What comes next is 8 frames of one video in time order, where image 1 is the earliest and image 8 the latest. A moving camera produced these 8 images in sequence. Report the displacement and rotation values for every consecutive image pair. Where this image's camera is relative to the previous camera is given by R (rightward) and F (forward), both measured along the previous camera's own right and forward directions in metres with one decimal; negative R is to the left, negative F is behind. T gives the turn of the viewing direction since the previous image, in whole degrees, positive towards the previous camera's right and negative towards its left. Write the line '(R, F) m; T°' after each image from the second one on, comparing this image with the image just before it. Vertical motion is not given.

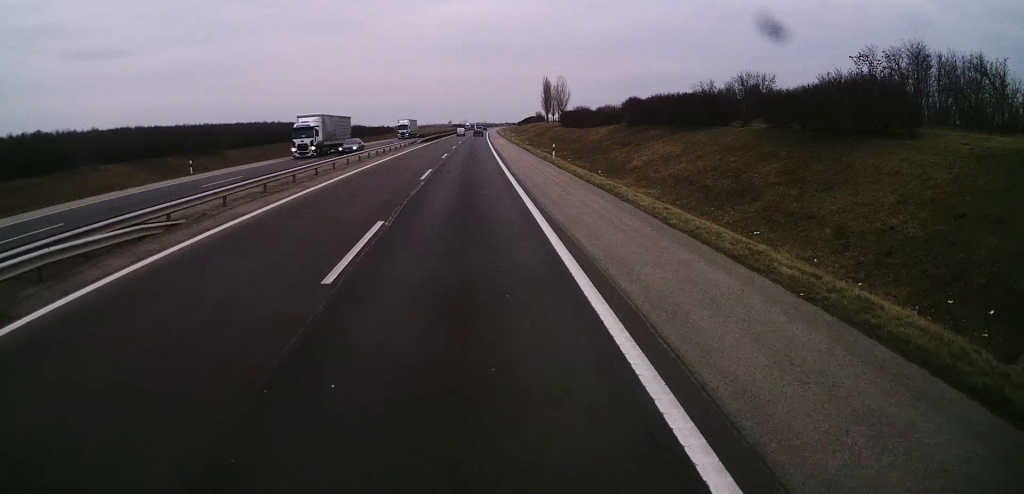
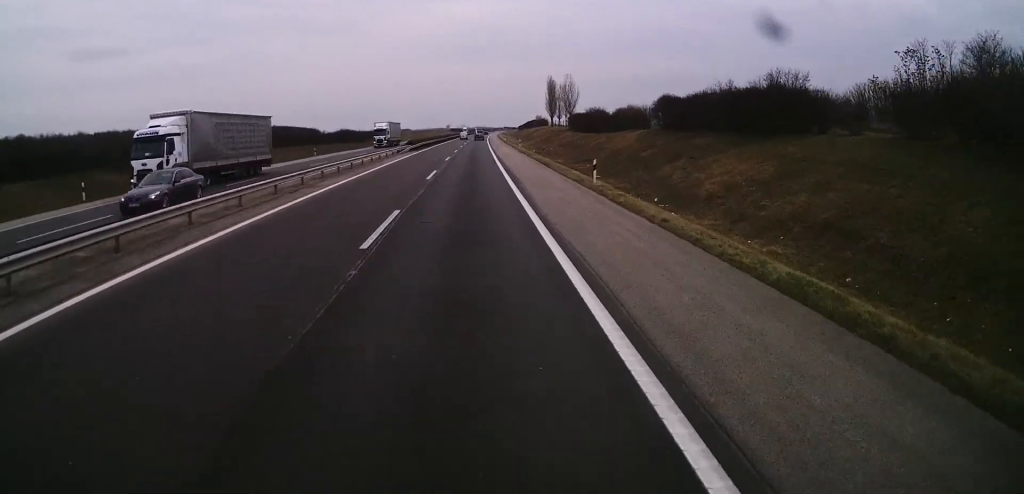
(0.0, +14.7) m; 0°
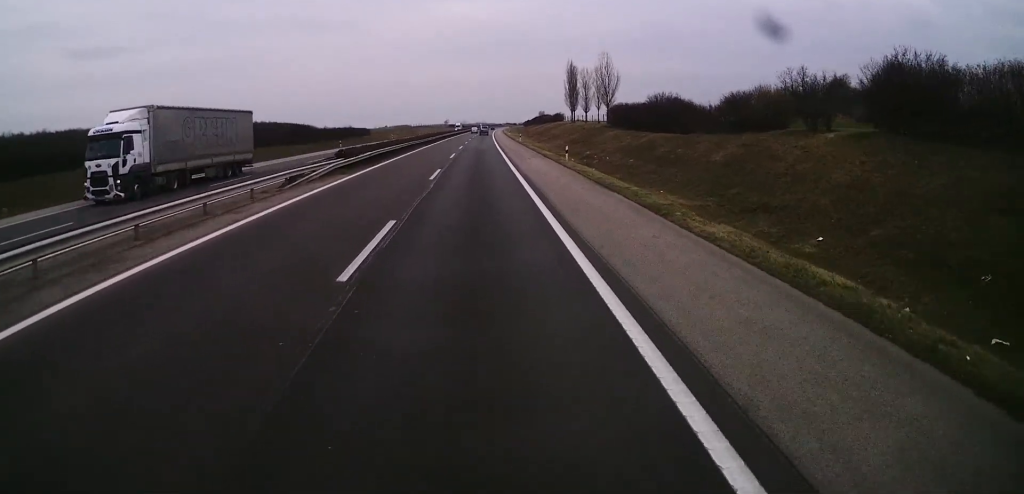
(0.0, +39.2) m; 0°
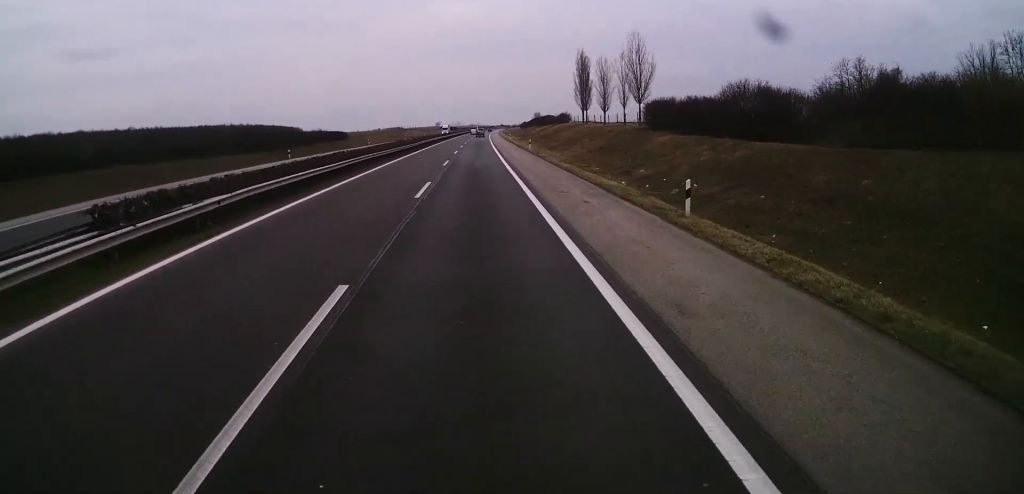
(+0.1, +23.7) m; +1°
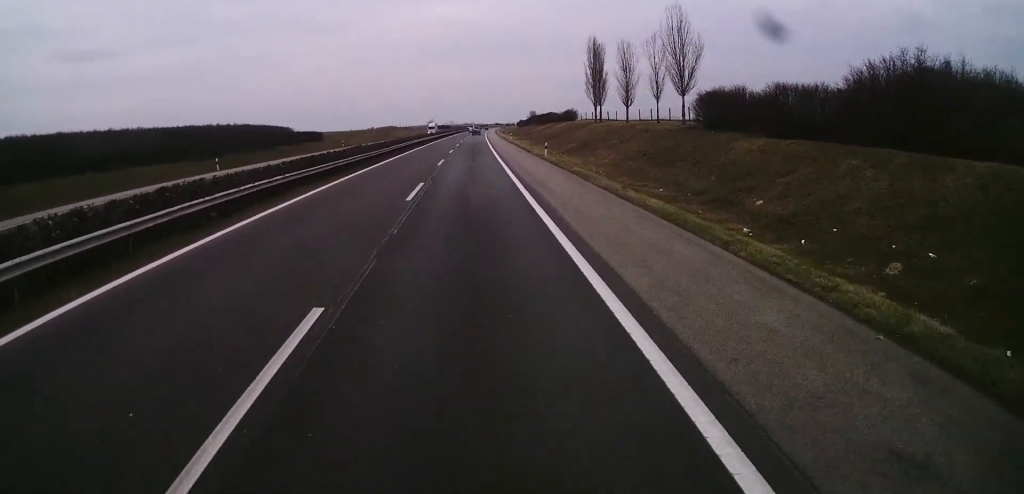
(+0.5, +19.1) m; 0°
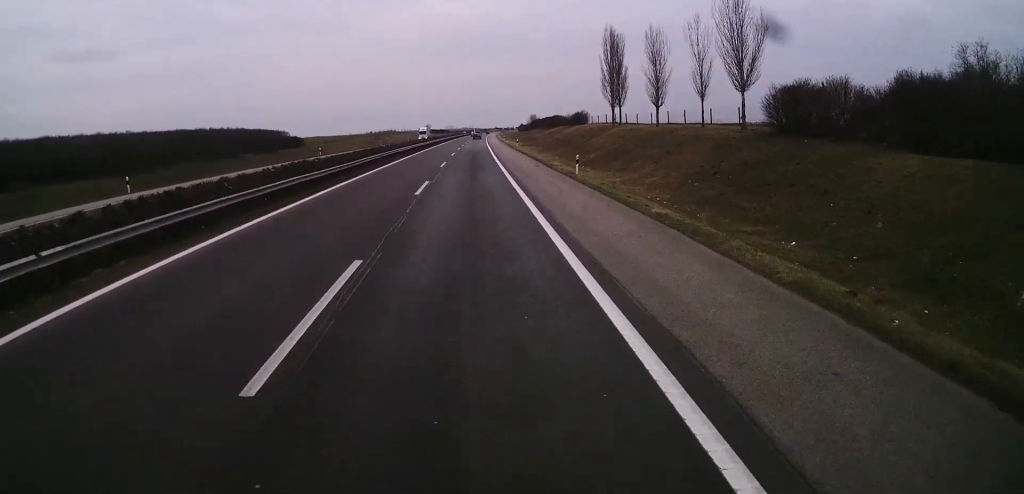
(-0.4, +14.5) m; 0°
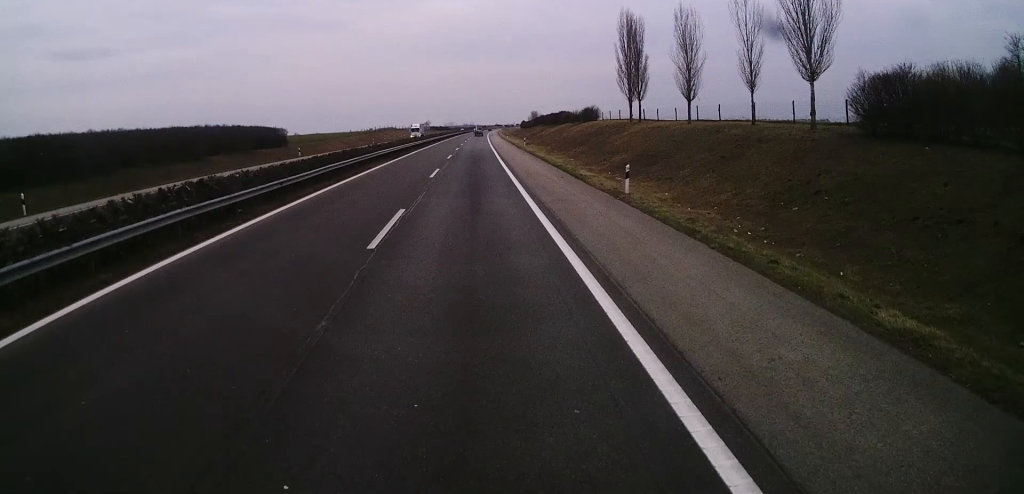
(-0.2, +10.7) m; 0°
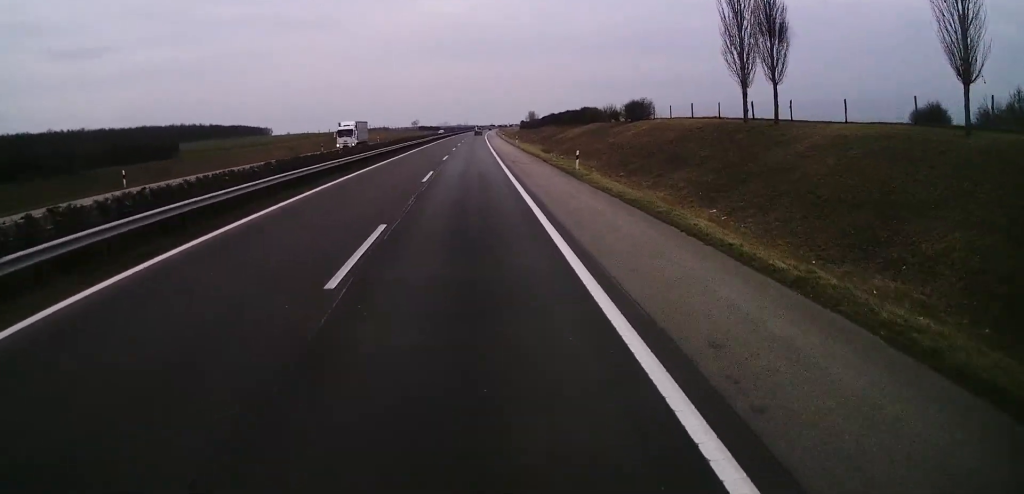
(+0.1, +39.3) m; 0°
